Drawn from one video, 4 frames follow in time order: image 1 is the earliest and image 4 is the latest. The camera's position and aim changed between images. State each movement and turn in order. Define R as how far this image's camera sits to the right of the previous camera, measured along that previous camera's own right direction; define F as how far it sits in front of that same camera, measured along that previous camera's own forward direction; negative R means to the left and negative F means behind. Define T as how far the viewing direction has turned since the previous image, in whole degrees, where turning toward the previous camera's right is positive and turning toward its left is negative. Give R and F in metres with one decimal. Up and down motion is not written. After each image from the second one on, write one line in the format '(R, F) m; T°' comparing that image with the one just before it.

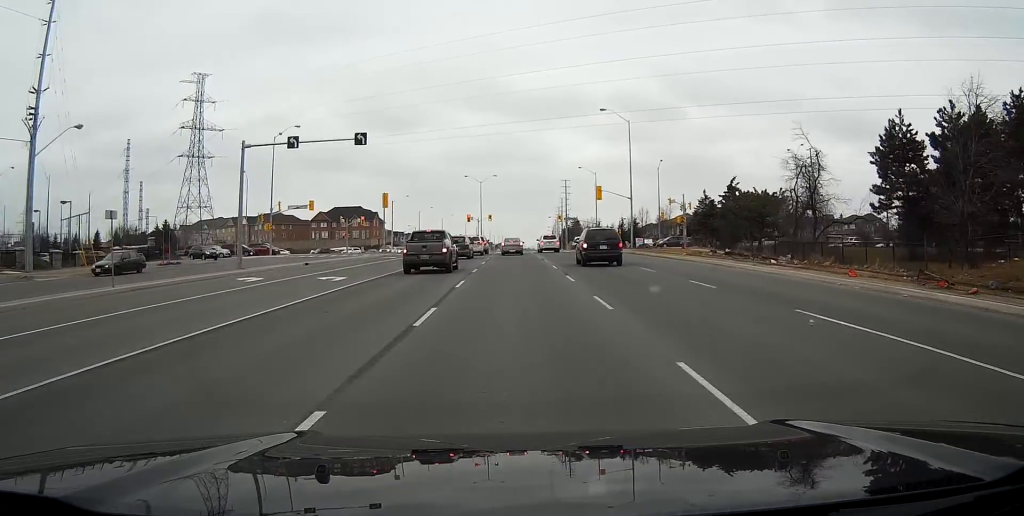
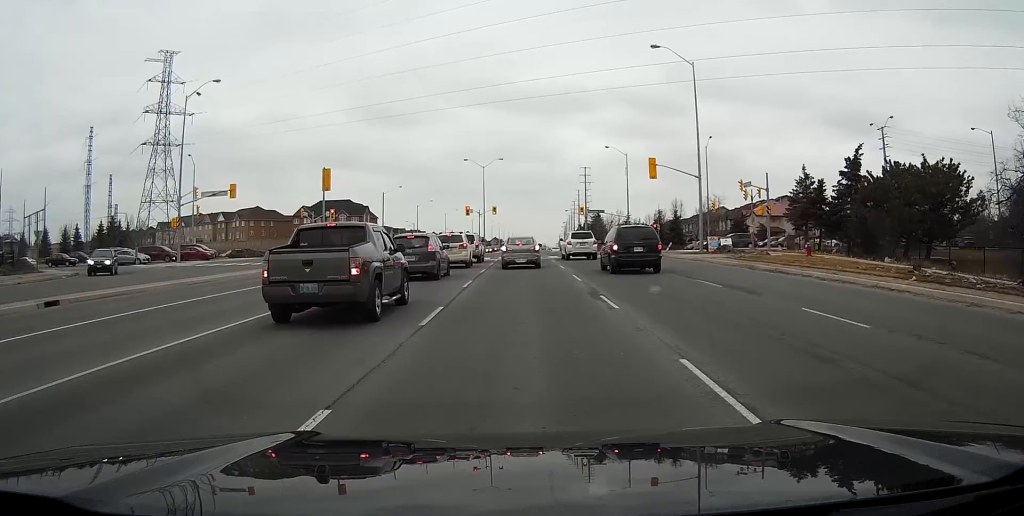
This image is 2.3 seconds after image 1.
(-0.4, +28.2) m; -2°
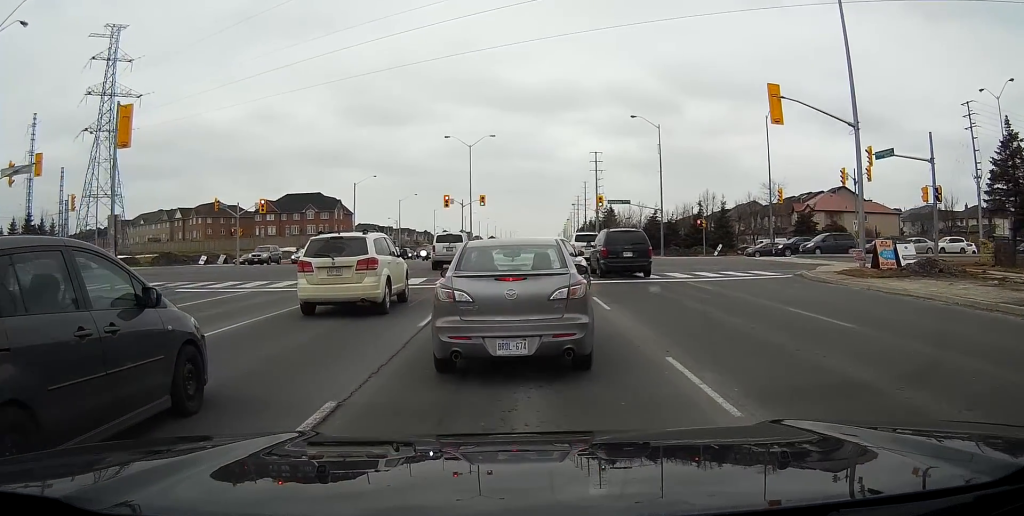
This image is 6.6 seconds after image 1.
(-0.1, +27.2) m; -2°
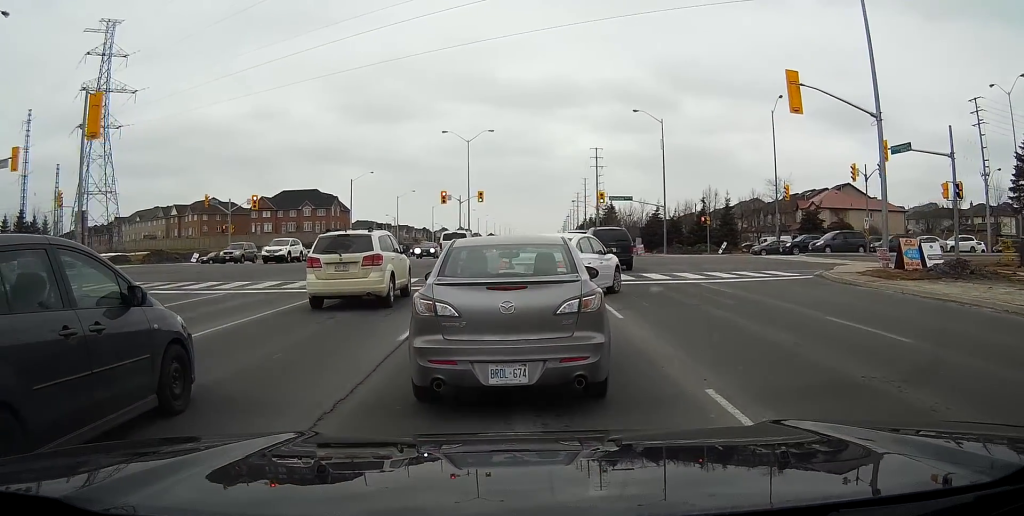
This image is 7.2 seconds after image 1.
(0.0, +2.0) m; 0°
